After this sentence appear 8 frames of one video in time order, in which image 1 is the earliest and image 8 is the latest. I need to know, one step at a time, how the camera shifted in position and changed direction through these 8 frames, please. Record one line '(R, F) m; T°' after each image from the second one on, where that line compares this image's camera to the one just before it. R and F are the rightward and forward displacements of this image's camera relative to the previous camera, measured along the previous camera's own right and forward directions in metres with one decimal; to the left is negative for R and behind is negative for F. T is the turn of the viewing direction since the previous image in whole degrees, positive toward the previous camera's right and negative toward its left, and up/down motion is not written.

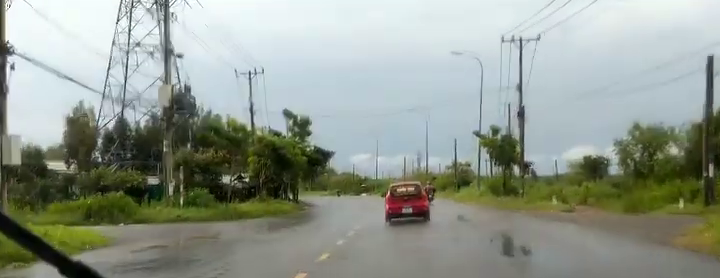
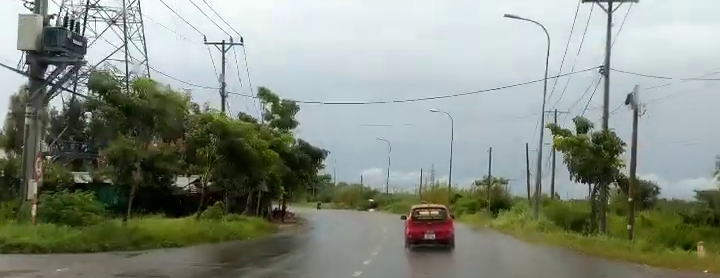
(-0.2, +15.9) m; 0°
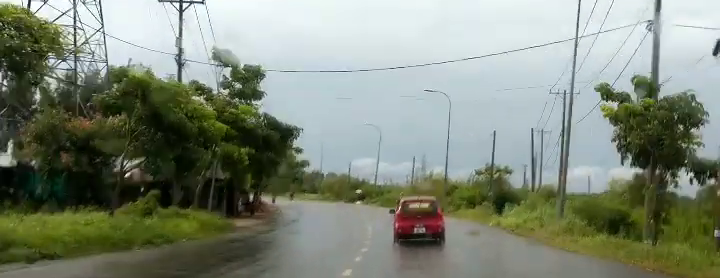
(+0.1, +7.4) m; 0°
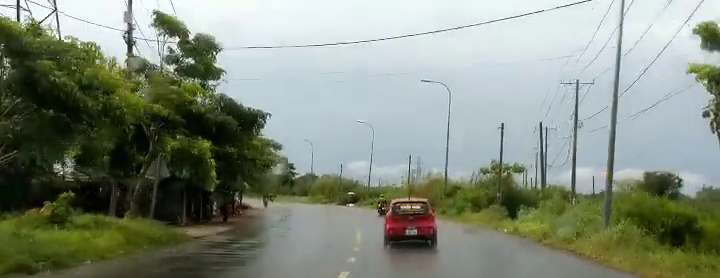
(-0.1, +6.4) m; 0°
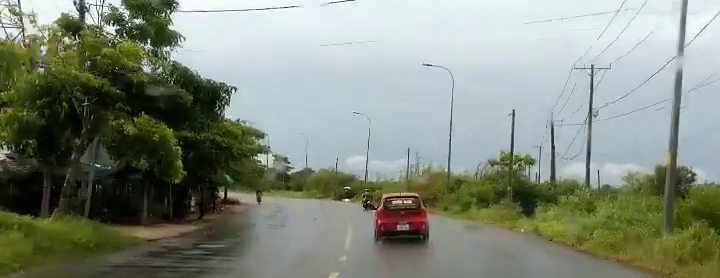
(-0.1, +4.8) m; 0°
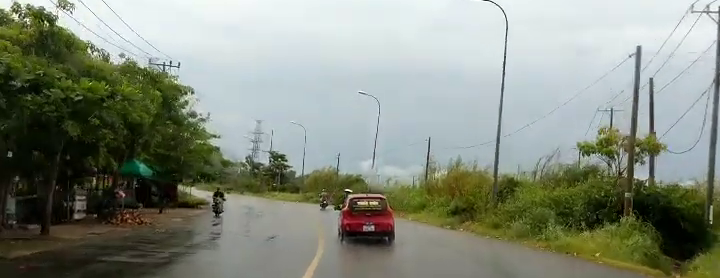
(+0.4, +17.1) m; +1°
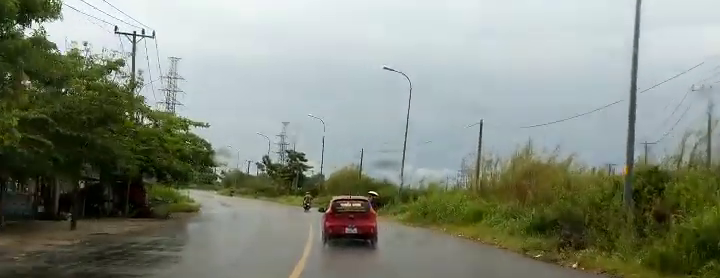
(-0.6, +13.2) m; -5°
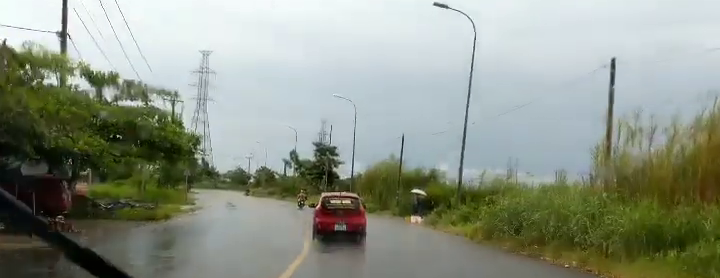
(-0.3, +15.2) m; -1°
